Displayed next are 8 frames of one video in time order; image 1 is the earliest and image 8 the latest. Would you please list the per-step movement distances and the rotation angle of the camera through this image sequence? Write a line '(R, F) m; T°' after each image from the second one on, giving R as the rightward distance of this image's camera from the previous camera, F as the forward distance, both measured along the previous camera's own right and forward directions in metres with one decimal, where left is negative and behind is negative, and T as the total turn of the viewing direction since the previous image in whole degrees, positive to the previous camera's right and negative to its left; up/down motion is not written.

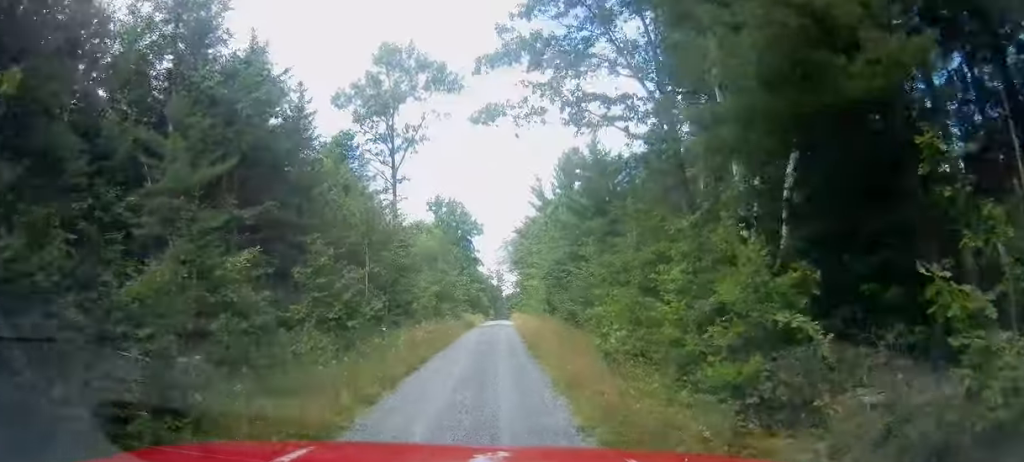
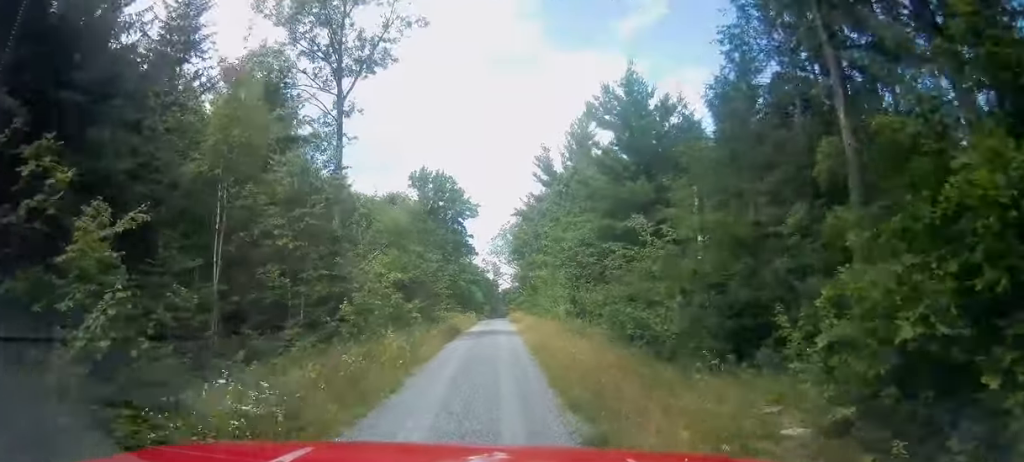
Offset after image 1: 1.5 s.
(-0.3, +15.1) m; +1°
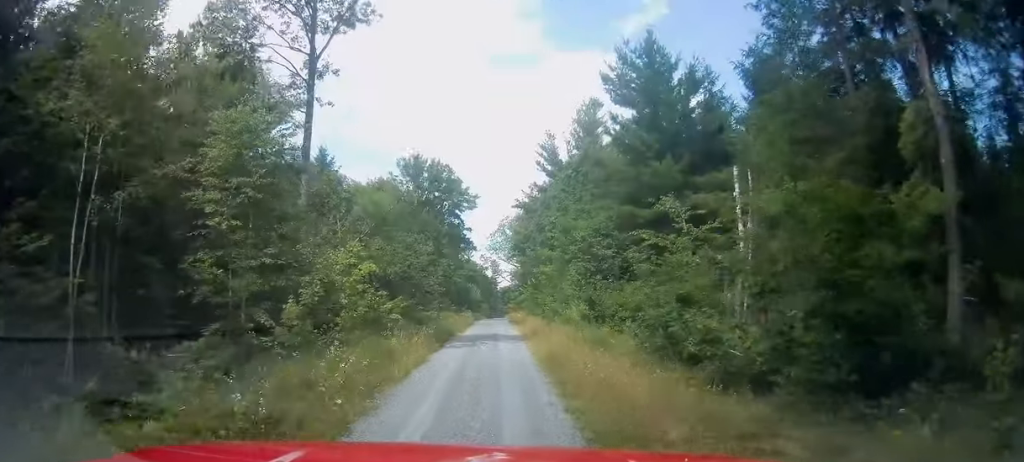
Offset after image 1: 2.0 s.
(+0.1, +5.0) m; +1°
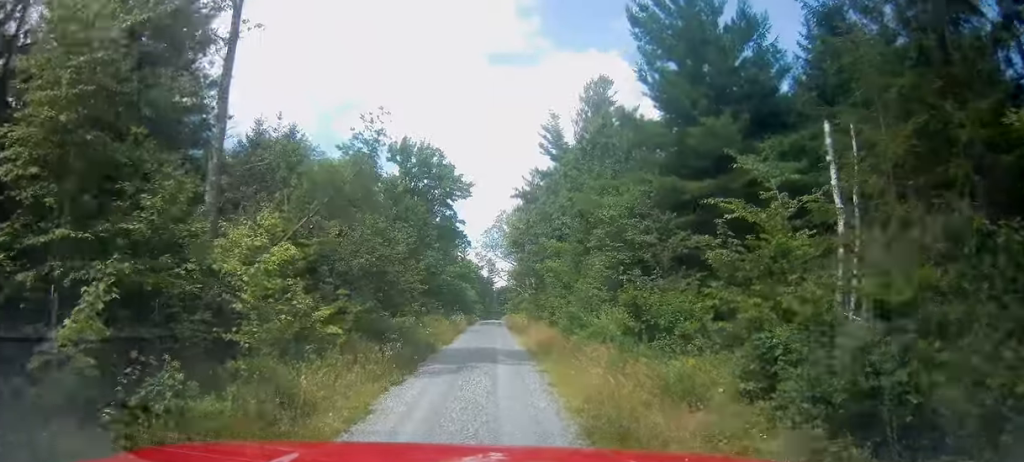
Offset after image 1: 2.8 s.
(+0.2, +7.6) m; +1°
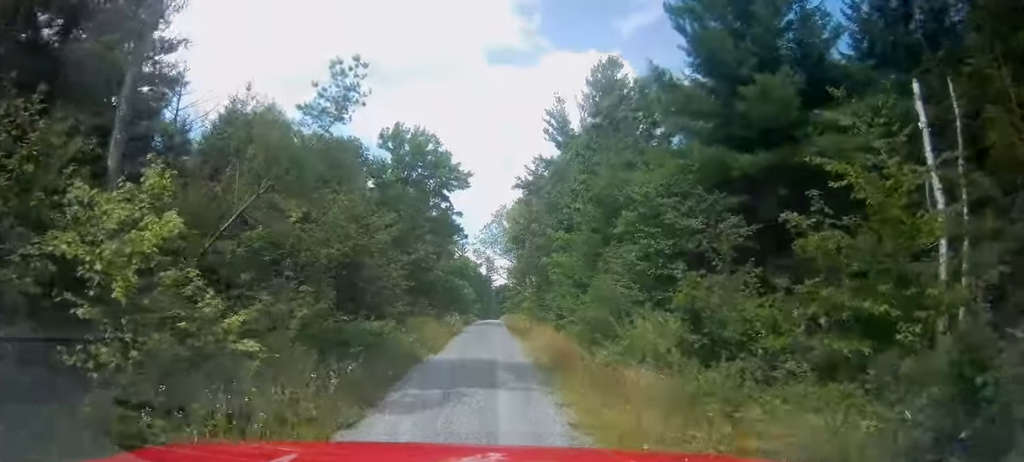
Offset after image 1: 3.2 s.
(0.0, +4.6) m; -1°
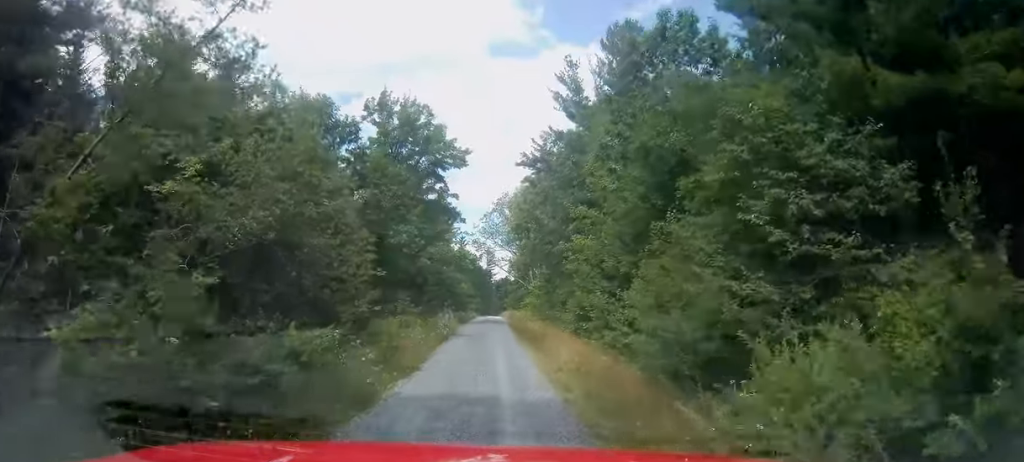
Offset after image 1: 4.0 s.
(-0.1, +7.3) m; -1°
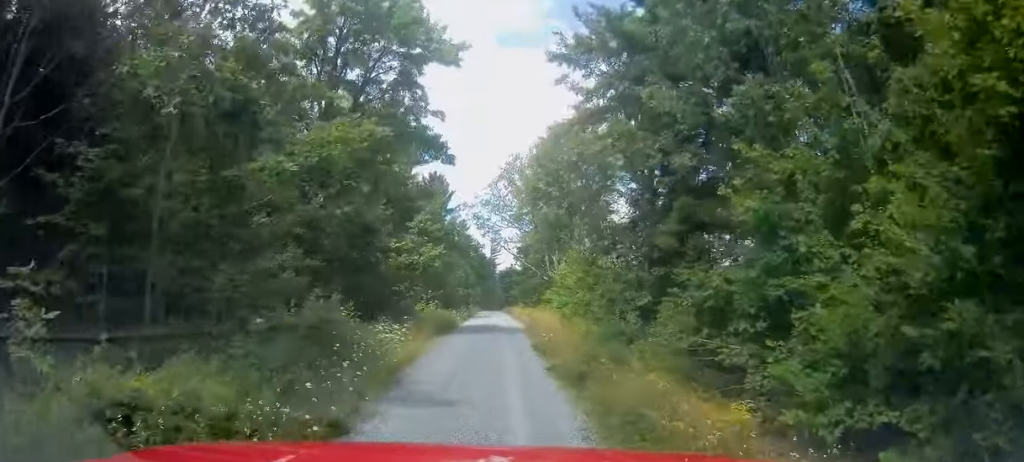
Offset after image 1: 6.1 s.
(+0.1, +21.0) m; 0°
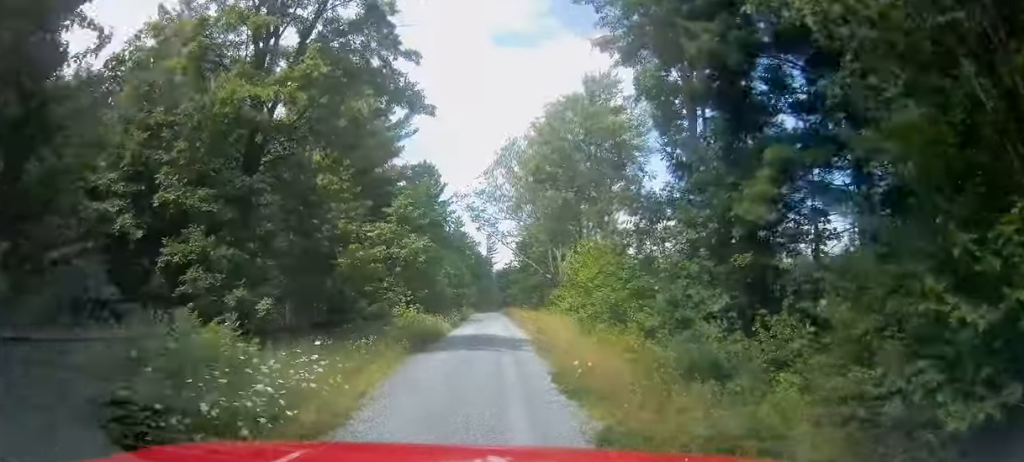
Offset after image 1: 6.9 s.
(-0.1, +7.9) m; -1°
